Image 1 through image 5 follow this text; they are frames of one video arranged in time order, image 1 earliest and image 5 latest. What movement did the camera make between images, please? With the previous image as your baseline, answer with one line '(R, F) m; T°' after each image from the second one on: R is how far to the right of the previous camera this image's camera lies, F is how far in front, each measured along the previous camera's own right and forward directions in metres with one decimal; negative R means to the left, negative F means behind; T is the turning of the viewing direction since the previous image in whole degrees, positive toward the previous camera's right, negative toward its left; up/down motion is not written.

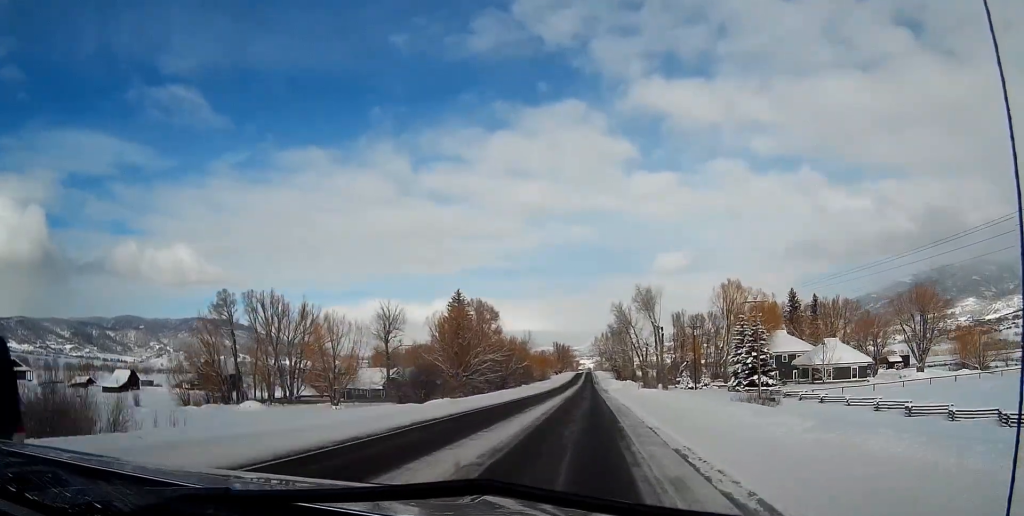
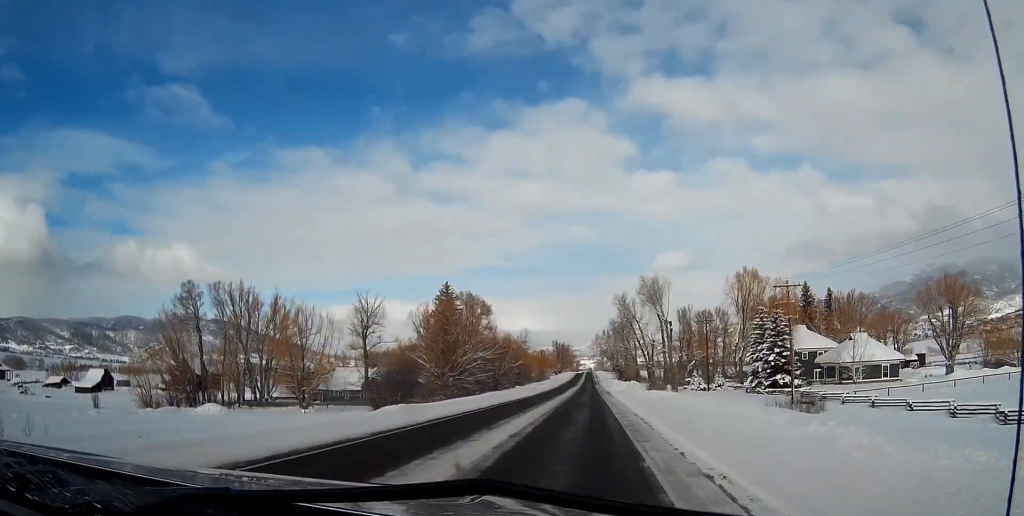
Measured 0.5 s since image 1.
(0.0, +11.7) m; 0°
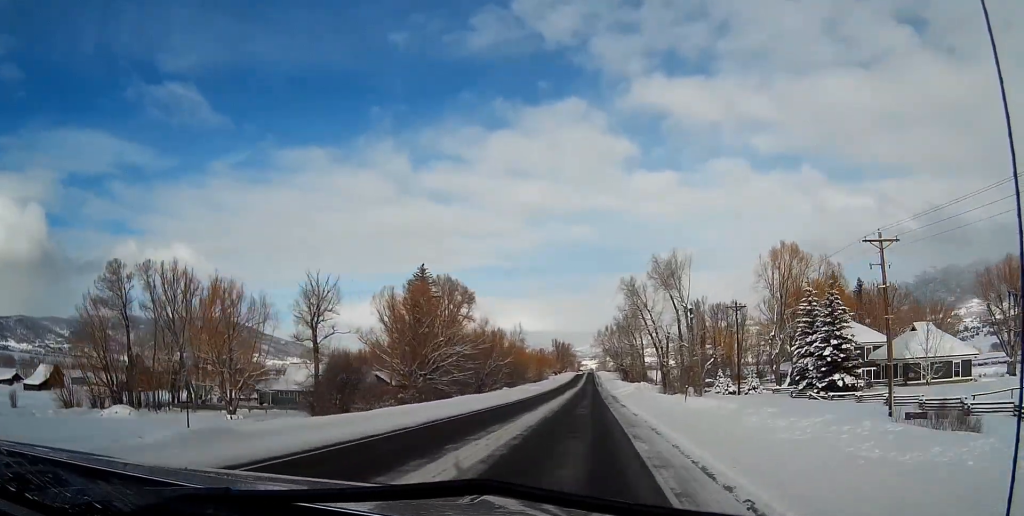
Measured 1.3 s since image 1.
(0.0, +20.0) m; 0°
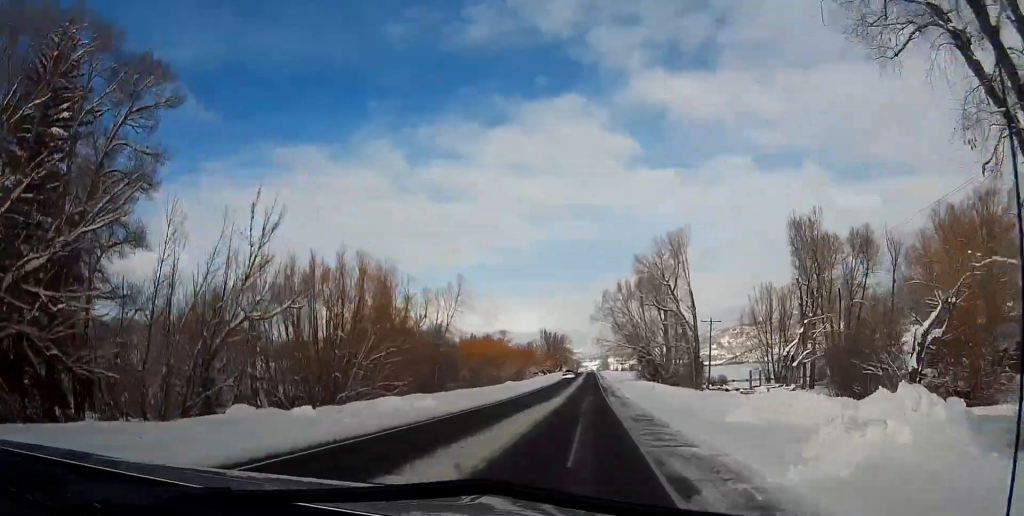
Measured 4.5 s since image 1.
(+2.1, +83.4) m; +2°
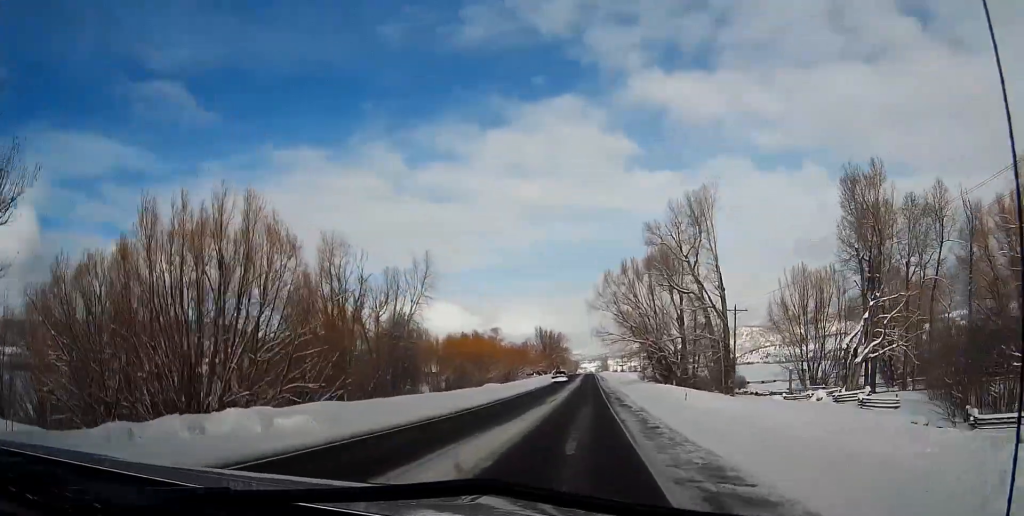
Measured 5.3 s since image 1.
(+0.1, +19.2) m; +1°
